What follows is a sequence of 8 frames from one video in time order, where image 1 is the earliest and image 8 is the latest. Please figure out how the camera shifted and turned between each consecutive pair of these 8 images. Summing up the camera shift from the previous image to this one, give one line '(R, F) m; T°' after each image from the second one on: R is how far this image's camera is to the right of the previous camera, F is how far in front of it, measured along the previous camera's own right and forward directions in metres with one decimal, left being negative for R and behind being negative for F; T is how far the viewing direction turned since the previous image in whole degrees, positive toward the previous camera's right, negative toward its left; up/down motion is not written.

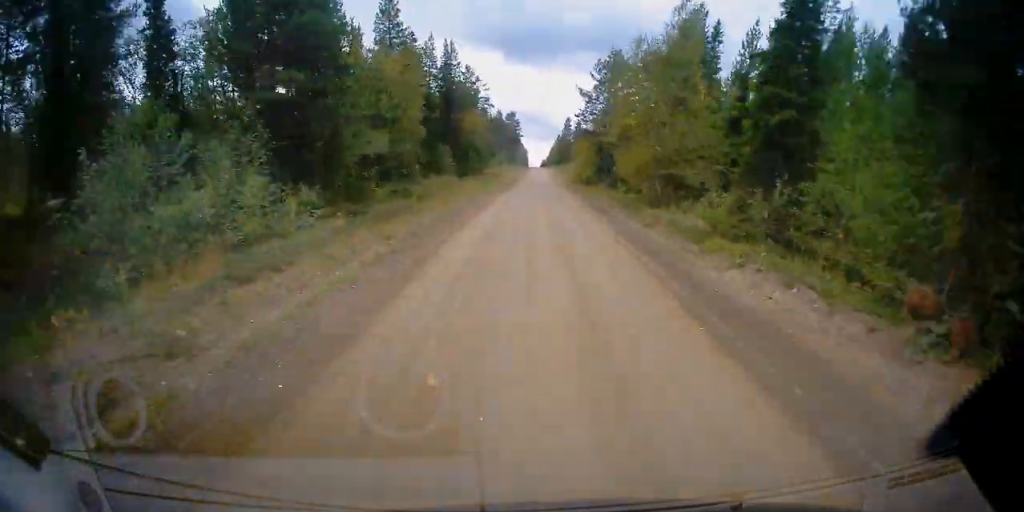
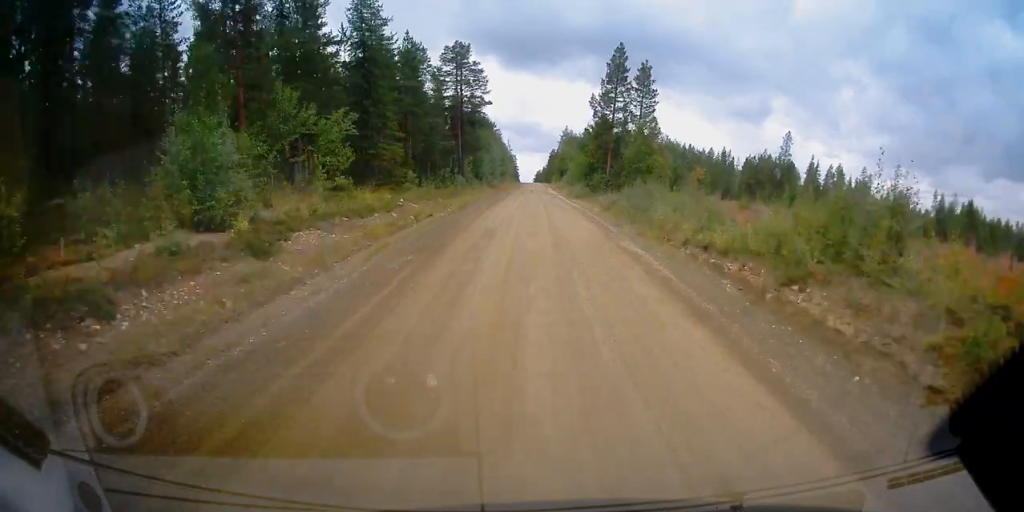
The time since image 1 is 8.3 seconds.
(0.0, +112.0) m; 0°
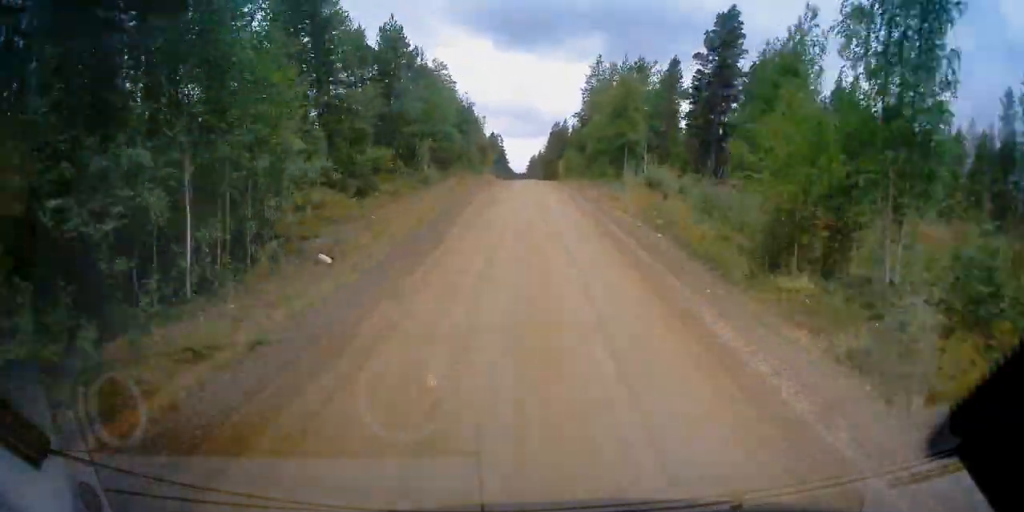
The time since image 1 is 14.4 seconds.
(+0.7, +82.2) m; +1°
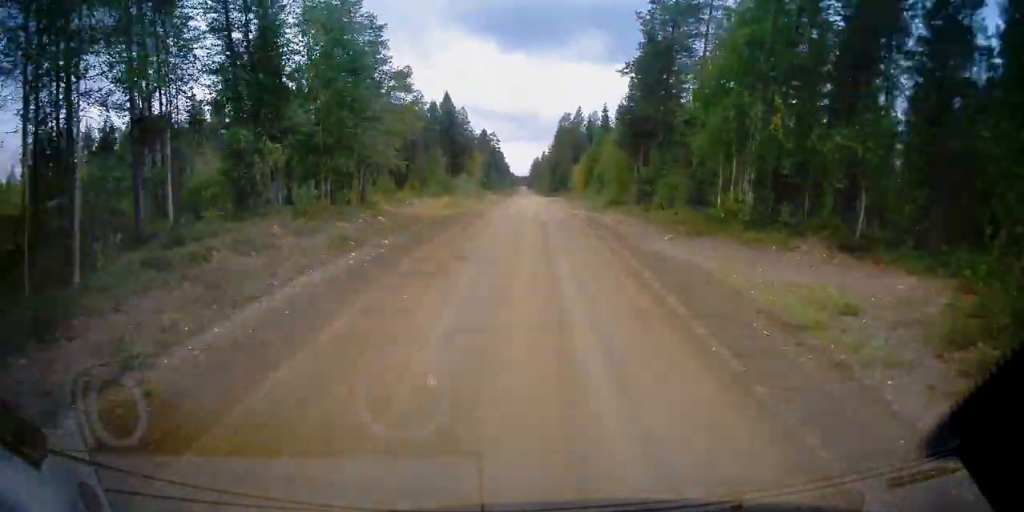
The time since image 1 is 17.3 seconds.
(+0.2, +37.8) m; 0°
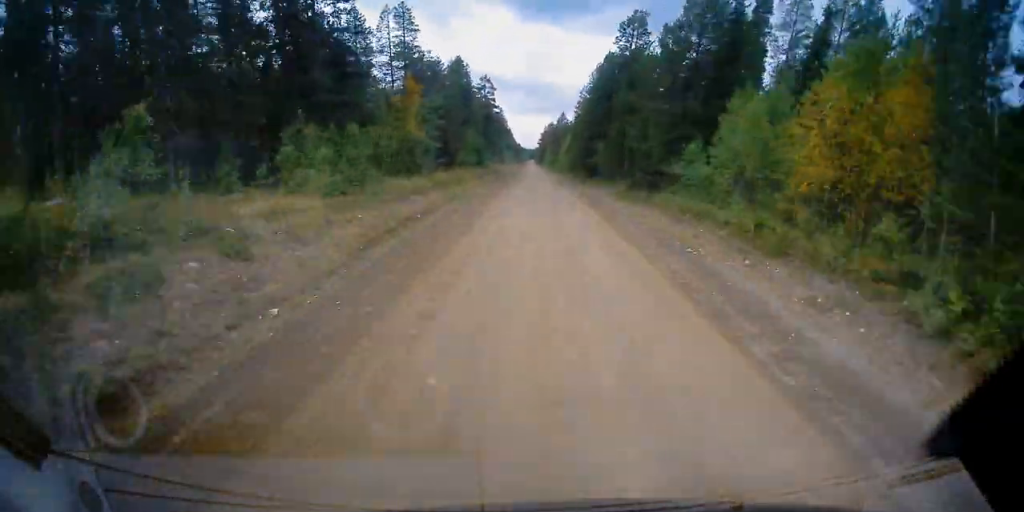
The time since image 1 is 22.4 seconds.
(-0.7, +67.9) m; -1°
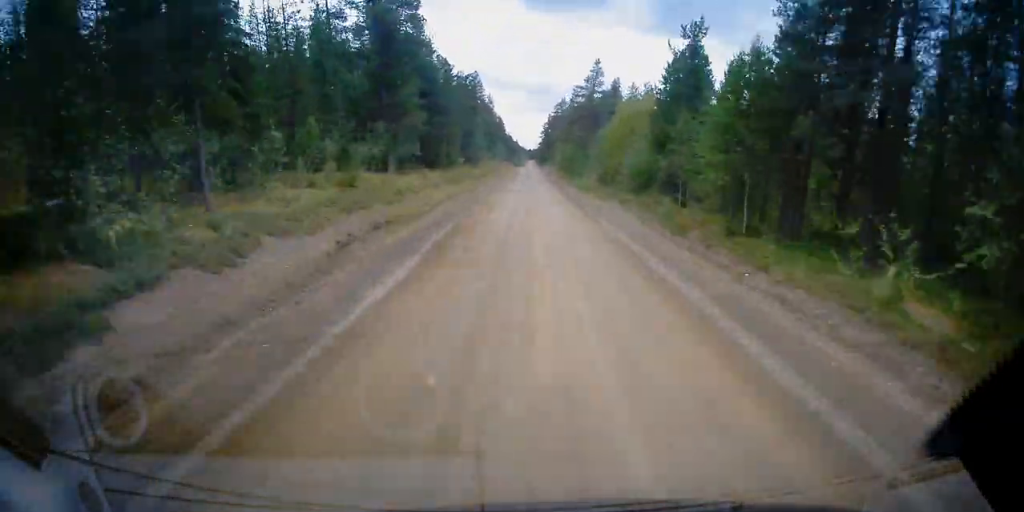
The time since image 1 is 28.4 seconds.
(+0.2, +80.4) m; 0°
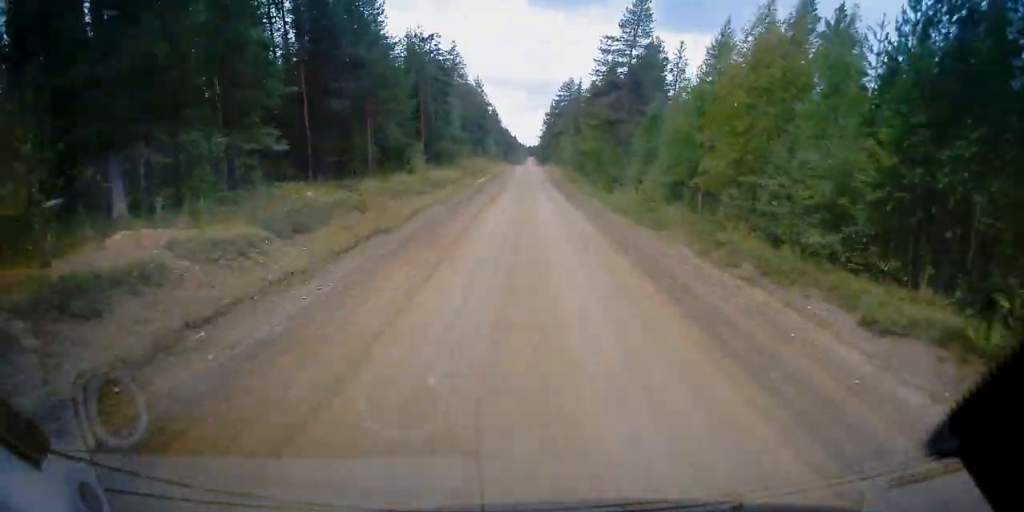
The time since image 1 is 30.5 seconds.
(+0.1, +28.4) m; 0°
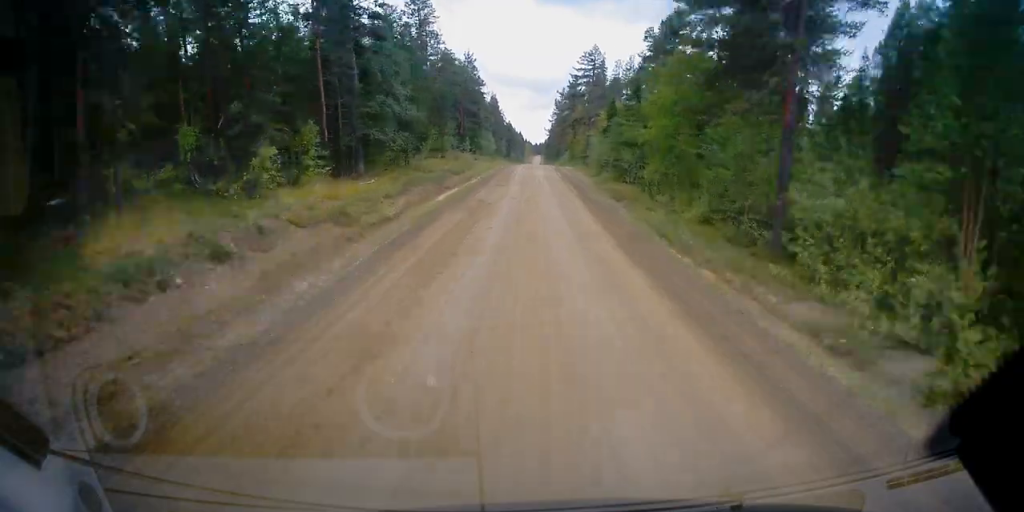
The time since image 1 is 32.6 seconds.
(-0.1, +28.5) m; 0°
